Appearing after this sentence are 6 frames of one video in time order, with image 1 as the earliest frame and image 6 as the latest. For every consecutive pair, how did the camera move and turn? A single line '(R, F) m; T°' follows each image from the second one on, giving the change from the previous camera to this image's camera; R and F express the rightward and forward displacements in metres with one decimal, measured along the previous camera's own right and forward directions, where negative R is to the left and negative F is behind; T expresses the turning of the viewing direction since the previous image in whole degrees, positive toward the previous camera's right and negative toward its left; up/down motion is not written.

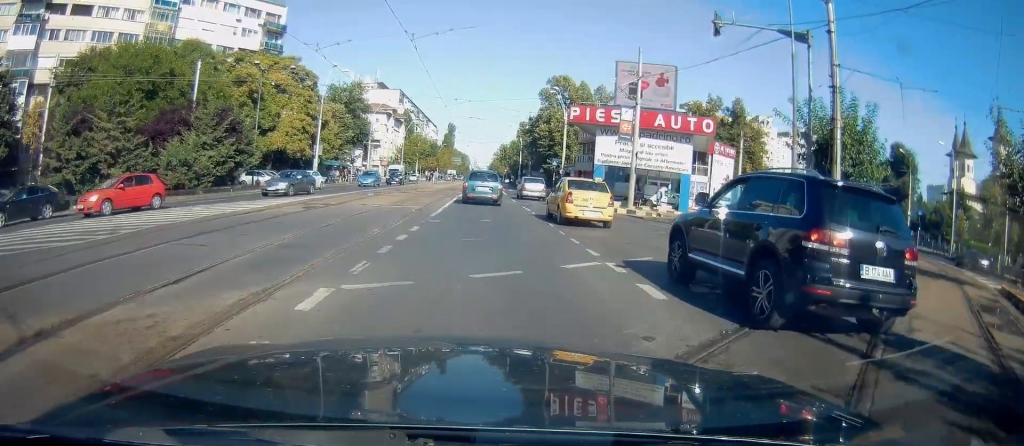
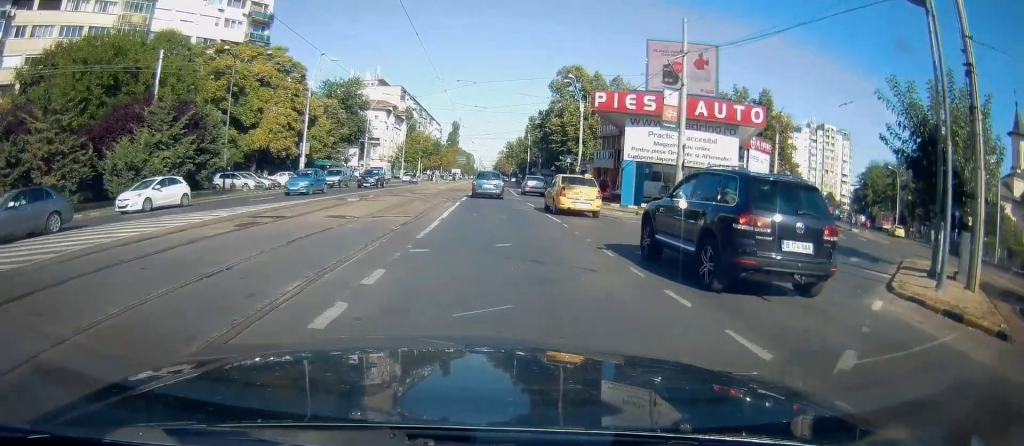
(0.0, +6.3) m; +2°
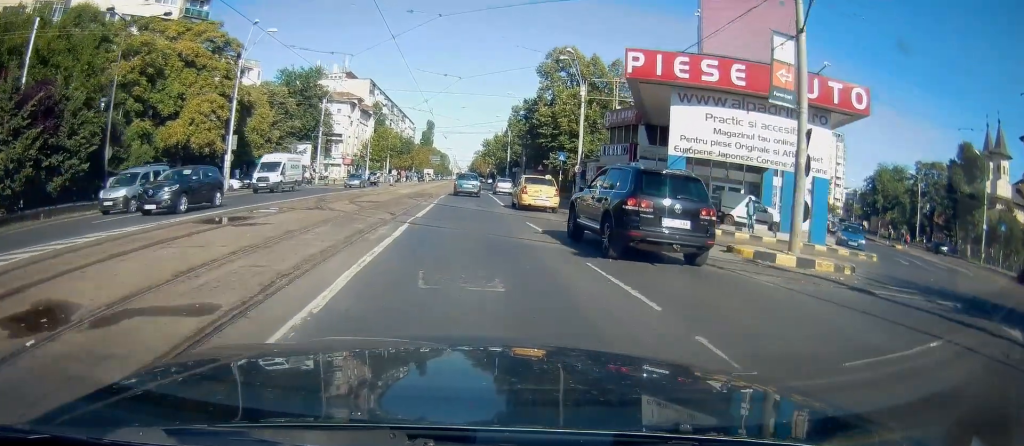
(+0.1, +11.1) m; +3°
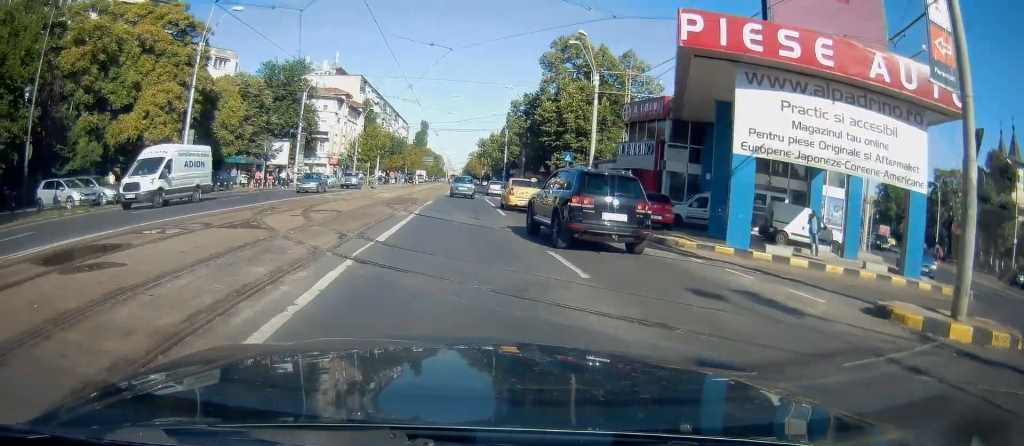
(+0.5, +6.2) m; -1°
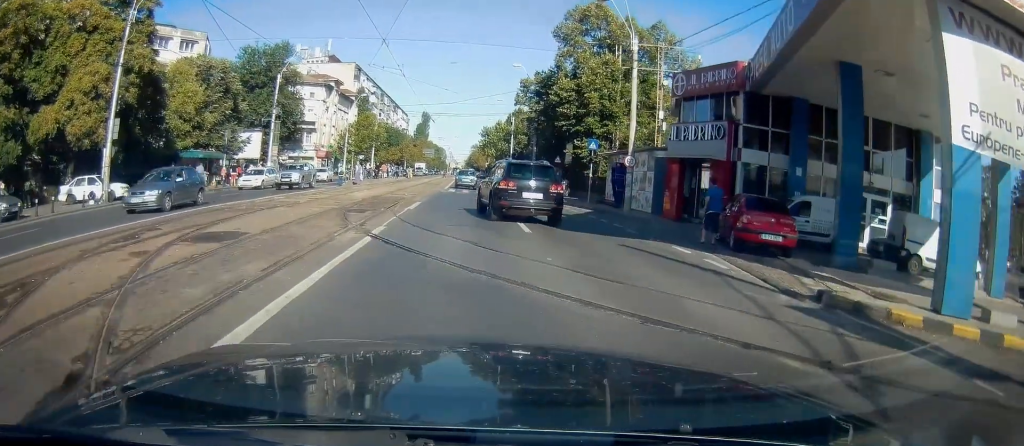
(-0.6, +8.8) m; -1°
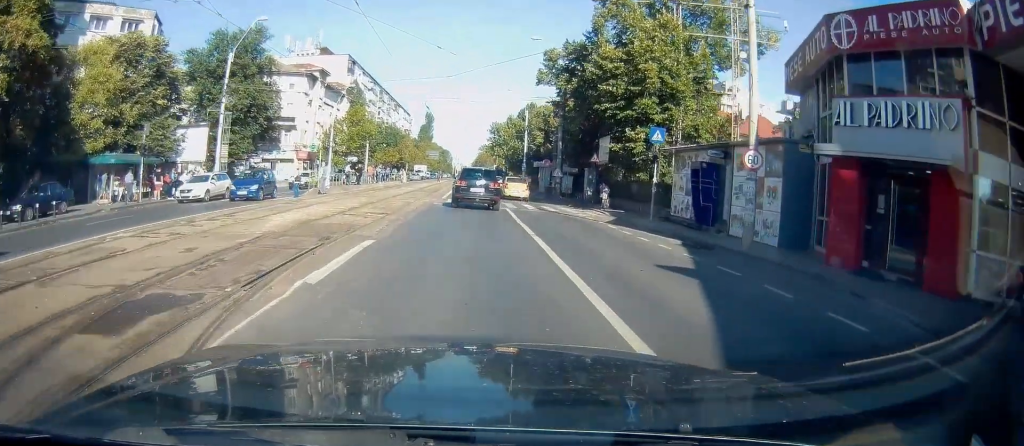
(+0.4, +11.8) m; 0°
